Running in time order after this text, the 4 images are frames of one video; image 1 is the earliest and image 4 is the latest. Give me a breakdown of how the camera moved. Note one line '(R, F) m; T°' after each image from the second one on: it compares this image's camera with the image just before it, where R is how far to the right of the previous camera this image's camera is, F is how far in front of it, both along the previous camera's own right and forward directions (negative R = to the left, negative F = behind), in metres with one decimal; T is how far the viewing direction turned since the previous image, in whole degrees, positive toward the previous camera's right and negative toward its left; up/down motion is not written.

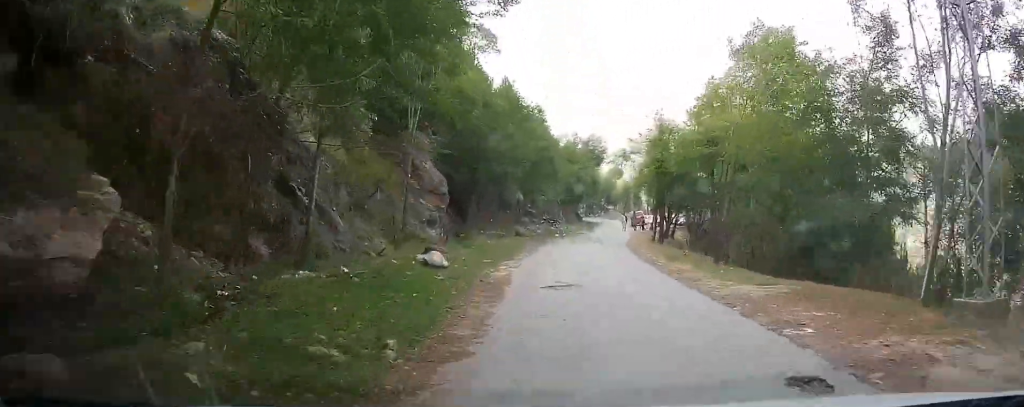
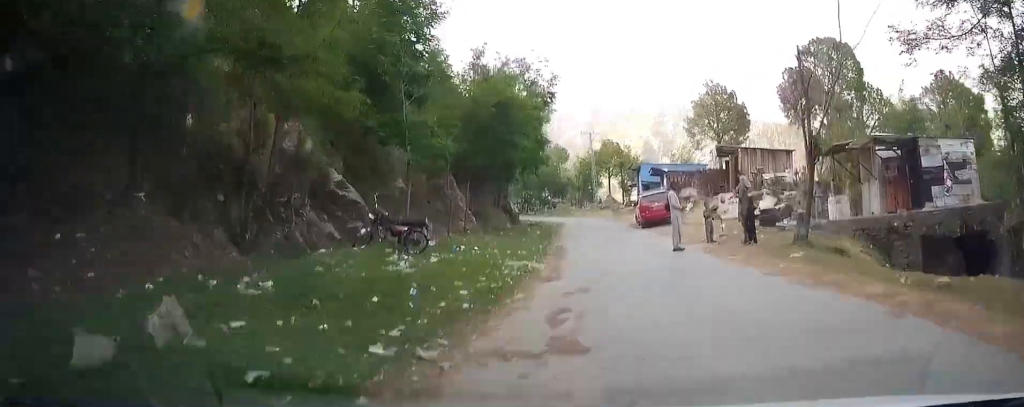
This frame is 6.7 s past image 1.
(+2.8, +40.7) m; +10°
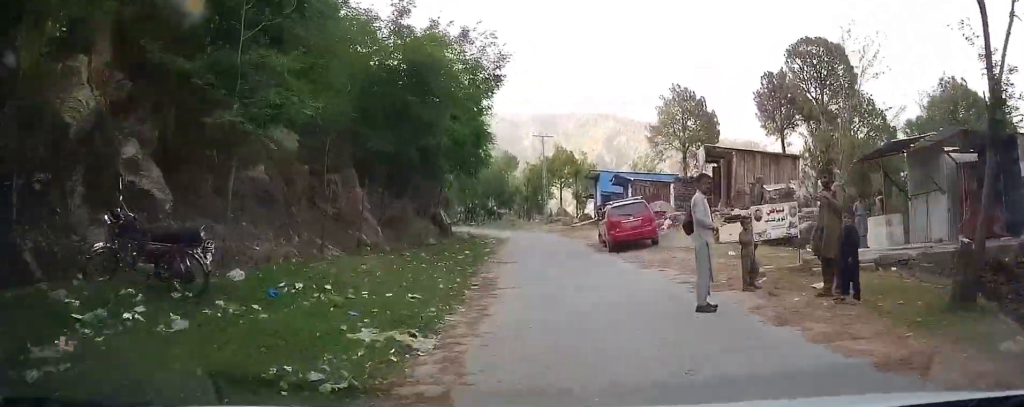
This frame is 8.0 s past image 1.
(+0.2, +7.5) m; +2°
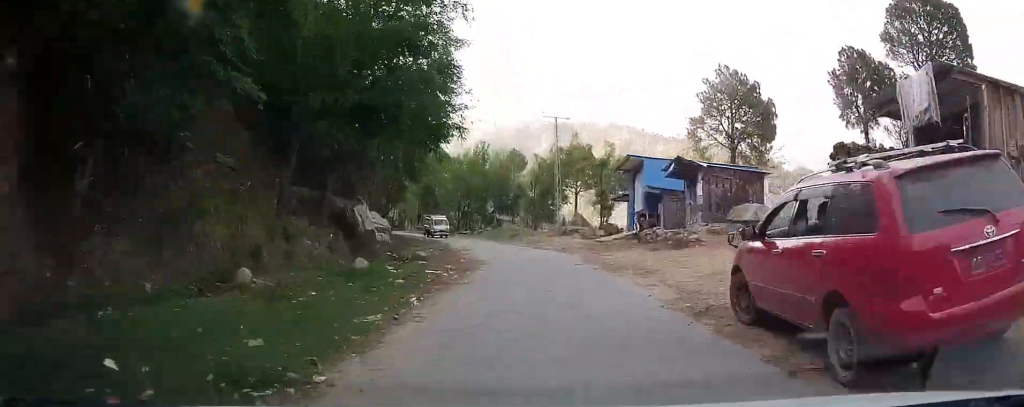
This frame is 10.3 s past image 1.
(+0.1, +14.4) m; -3°
